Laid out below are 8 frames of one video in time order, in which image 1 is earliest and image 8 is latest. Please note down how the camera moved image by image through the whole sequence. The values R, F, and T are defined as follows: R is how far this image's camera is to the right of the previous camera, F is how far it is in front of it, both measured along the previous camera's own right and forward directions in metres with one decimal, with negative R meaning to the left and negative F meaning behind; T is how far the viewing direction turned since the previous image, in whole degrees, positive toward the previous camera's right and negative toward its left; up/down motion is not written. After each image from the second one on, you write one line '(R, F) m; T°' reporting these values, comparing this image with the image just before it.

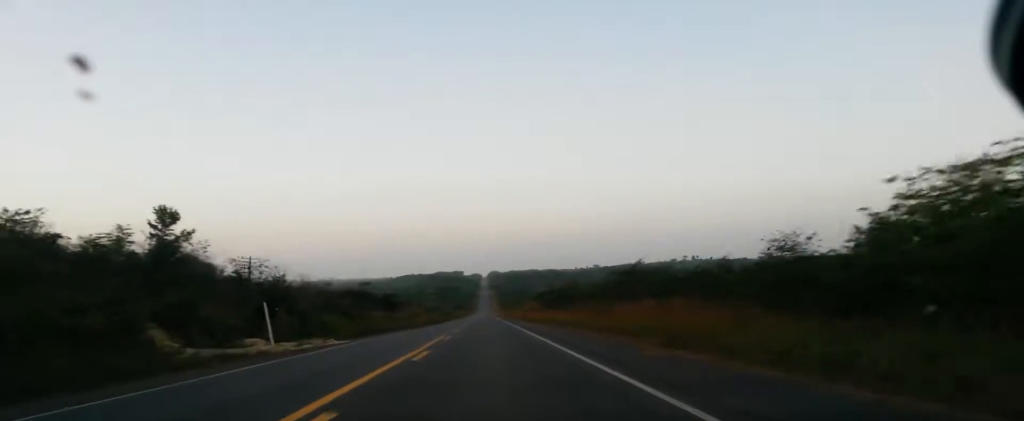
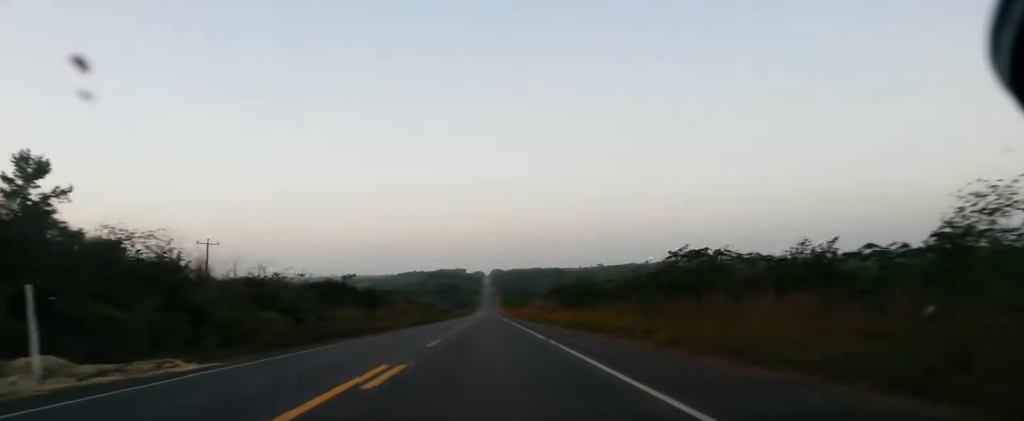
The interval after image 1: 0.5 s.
(0.0, +17.8) m; 0°
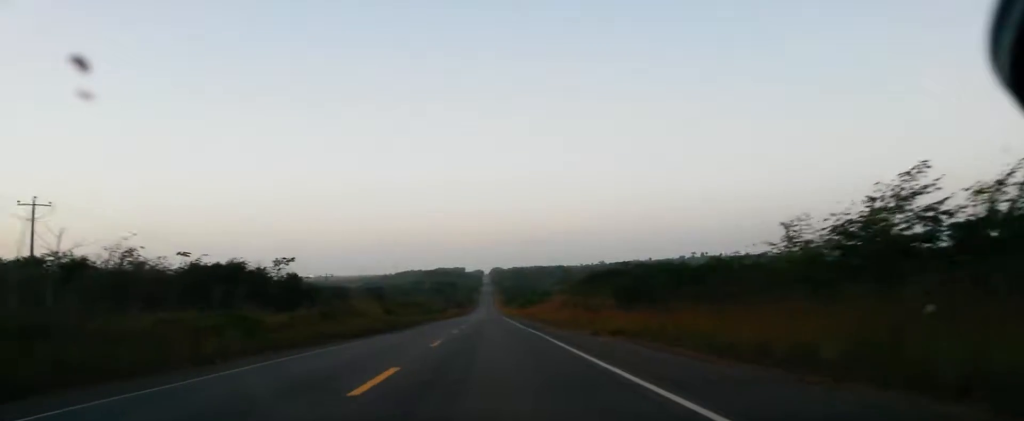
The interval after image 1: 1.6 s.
(-0.1, +35.9) m; -1°
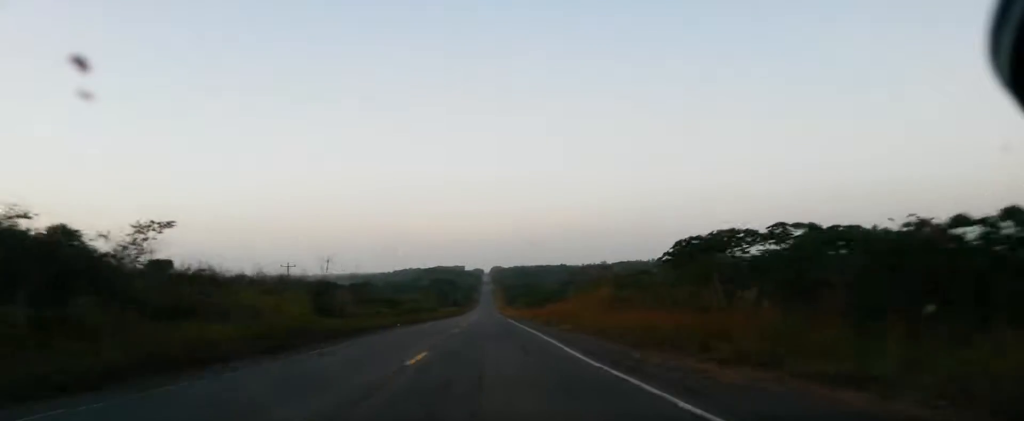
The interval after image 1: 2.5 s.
(-0.4, +30.3) m; 0°
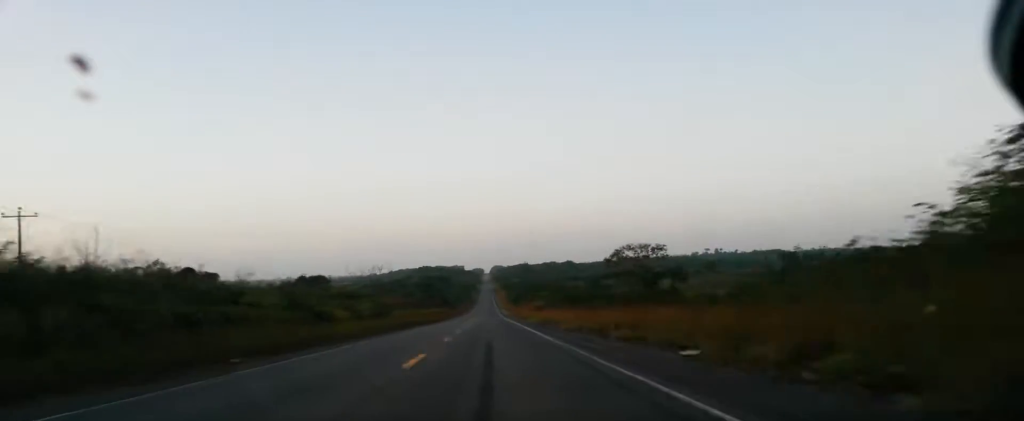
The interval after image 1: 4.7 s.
(+2.3, +73.9) m; +3°
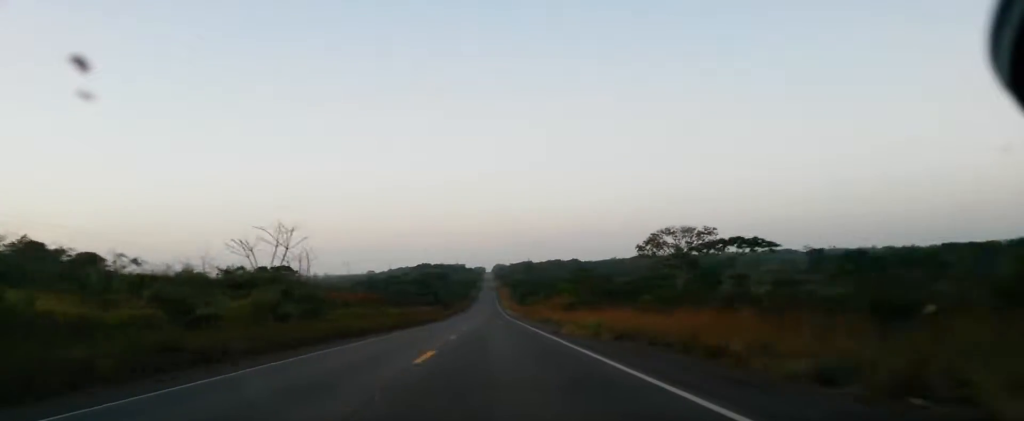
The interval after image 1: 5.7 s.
(0.0, +36.6) m; -2°
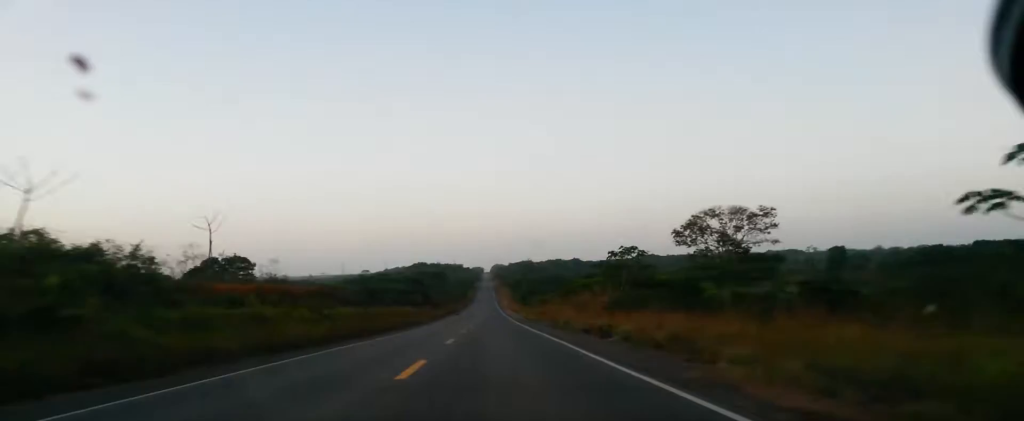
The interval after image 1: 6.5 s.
(-0.8, +28.8) m; -2°
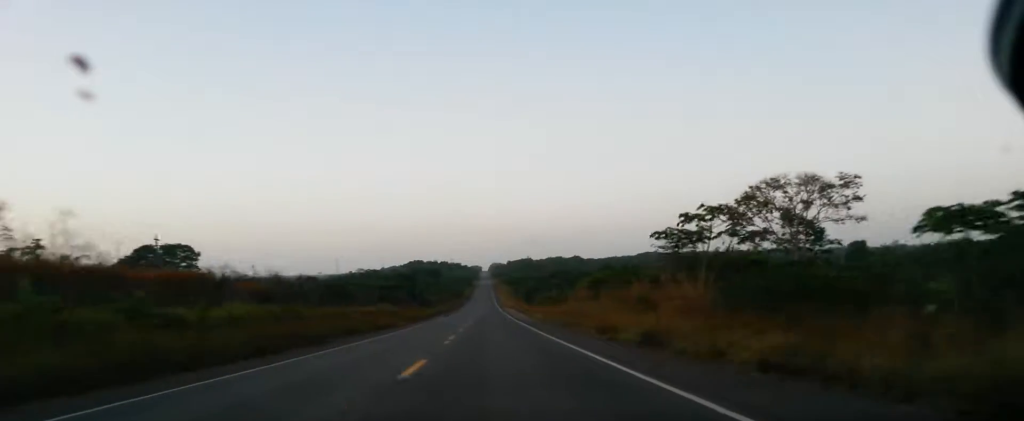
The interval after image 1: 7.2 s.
(0.0, +25.7) m; +1°
